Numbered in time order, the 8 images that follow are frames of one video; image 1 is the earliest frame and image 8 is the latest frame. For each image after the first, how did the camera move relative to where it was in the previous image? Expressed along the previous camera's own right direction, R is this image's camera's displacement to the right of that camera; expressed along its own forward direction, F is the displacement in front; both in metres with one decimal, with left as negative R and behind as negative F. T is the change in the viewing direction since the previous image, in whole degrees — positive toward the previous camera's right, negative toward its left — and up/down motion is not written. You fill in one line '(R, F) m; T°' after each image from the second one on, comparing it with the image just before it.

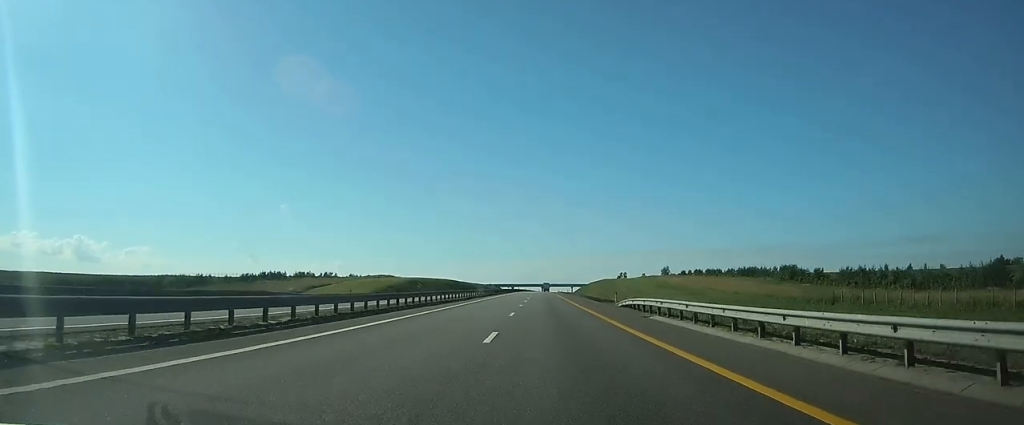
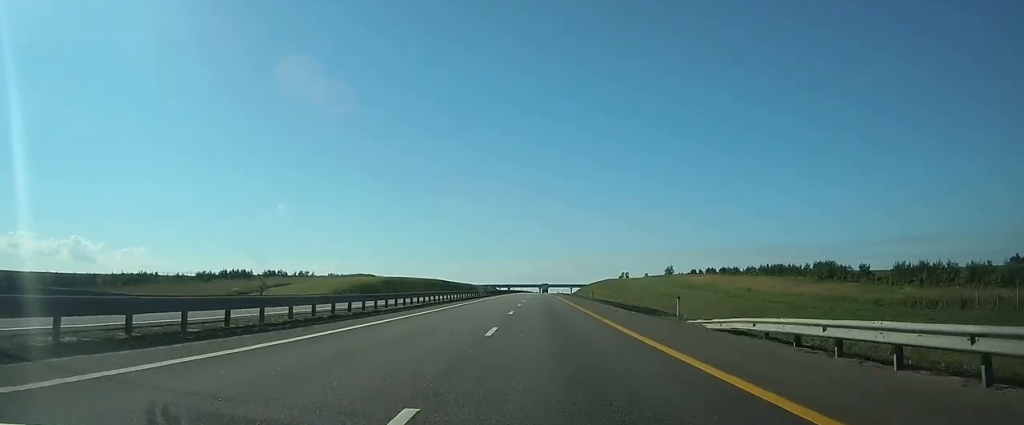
(+0.1, +22.0) m; 0°
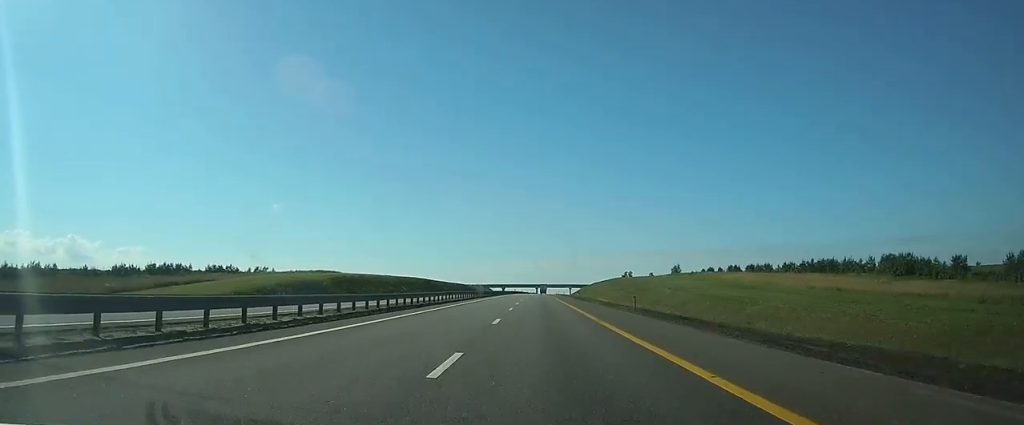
(0.0, +30.9) m; 0°
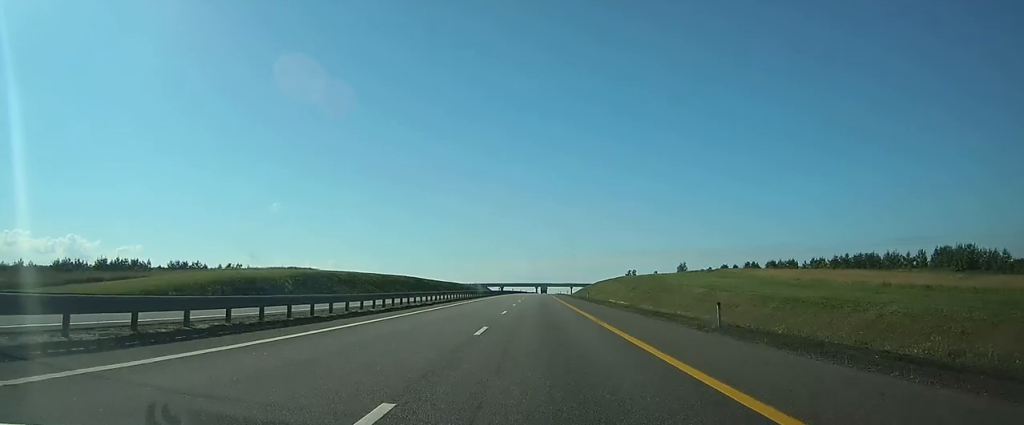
(+0.1, +16.9) m; 0°
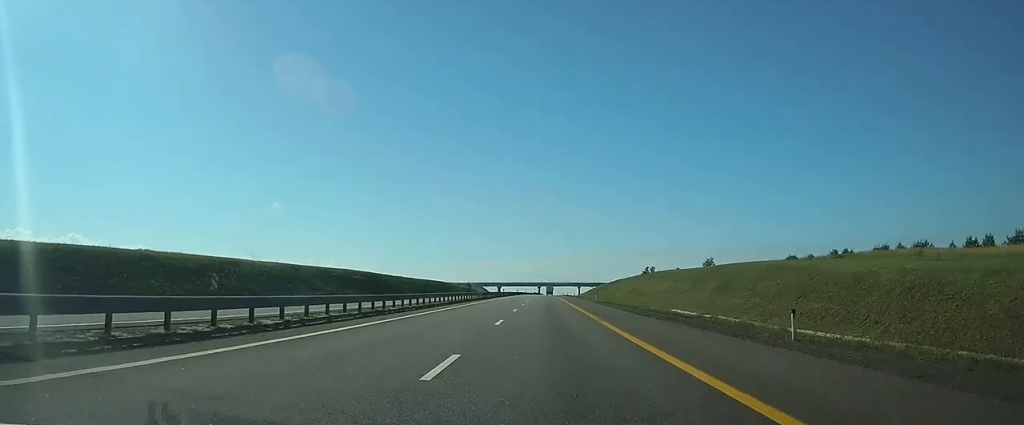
(-0.2, +55.3) m; 0°
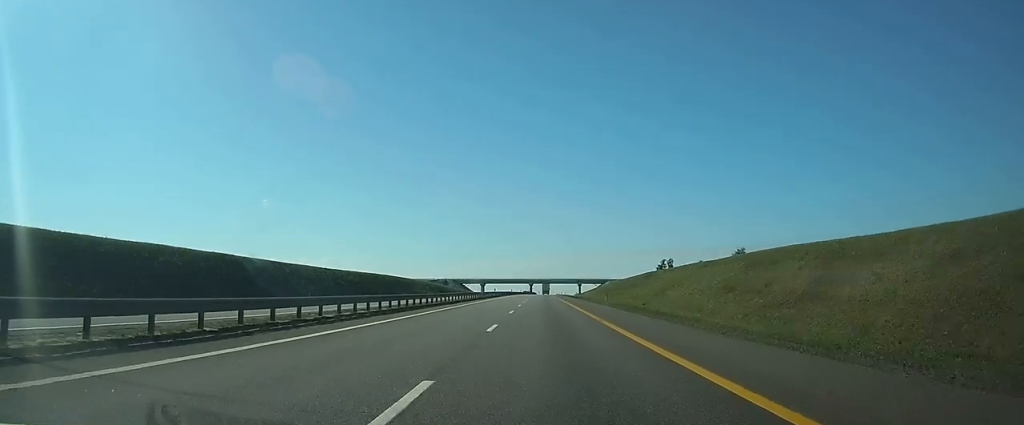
(+0.3, +62.5) m; 0°
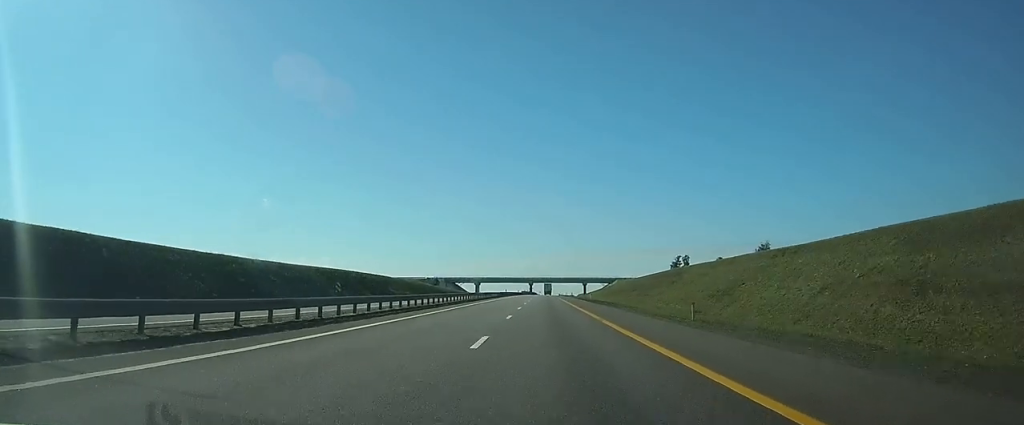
(0.0, +28.2) m; 0°
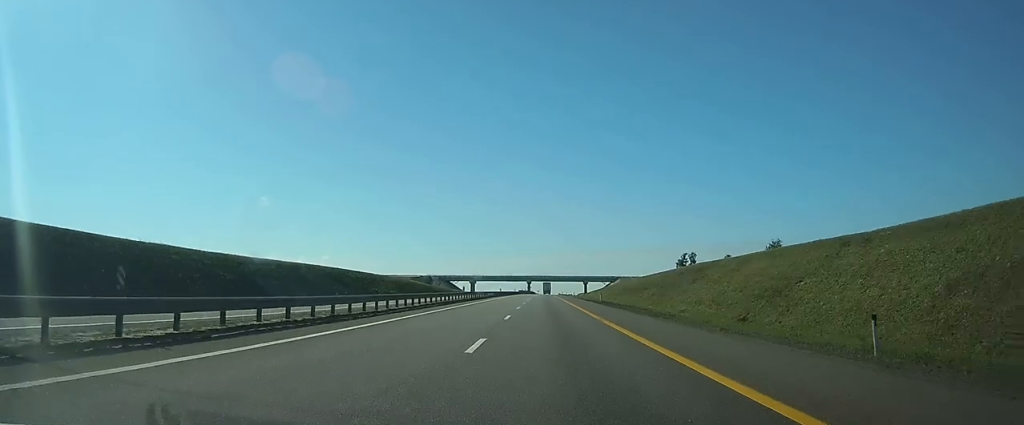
(0.0, +12.6) m; 0°
